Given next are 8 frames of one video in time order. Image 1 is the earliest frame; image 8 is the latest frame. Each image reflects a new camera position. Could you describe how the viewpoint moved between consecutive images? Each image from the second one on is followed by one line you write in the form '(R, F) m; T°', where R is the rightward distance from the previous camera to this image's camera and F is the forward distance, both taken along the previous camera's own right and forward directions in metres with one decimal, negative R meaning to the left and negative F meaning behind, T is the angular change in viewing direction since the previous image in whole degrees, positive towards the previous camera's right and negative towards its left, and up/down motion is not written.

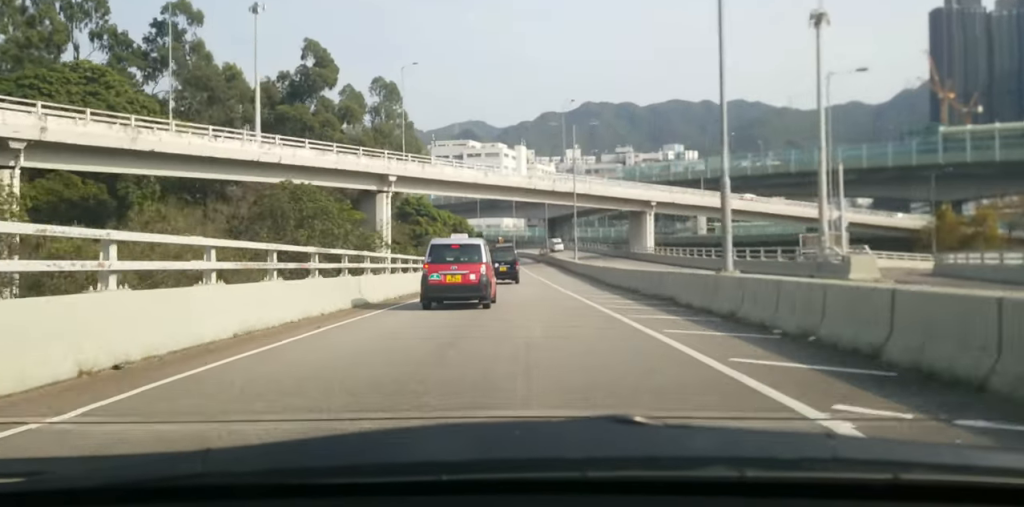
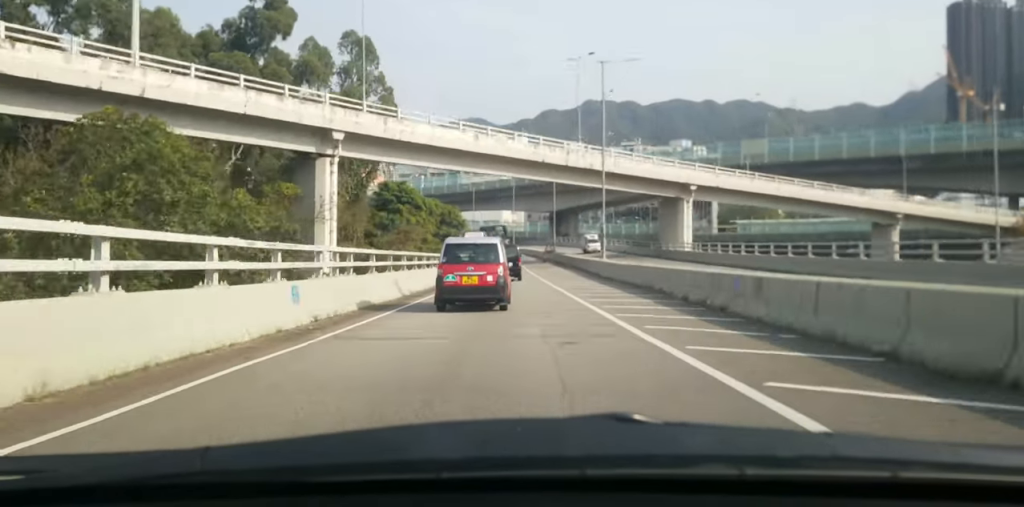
(-0.2, +21.0) m; 0°
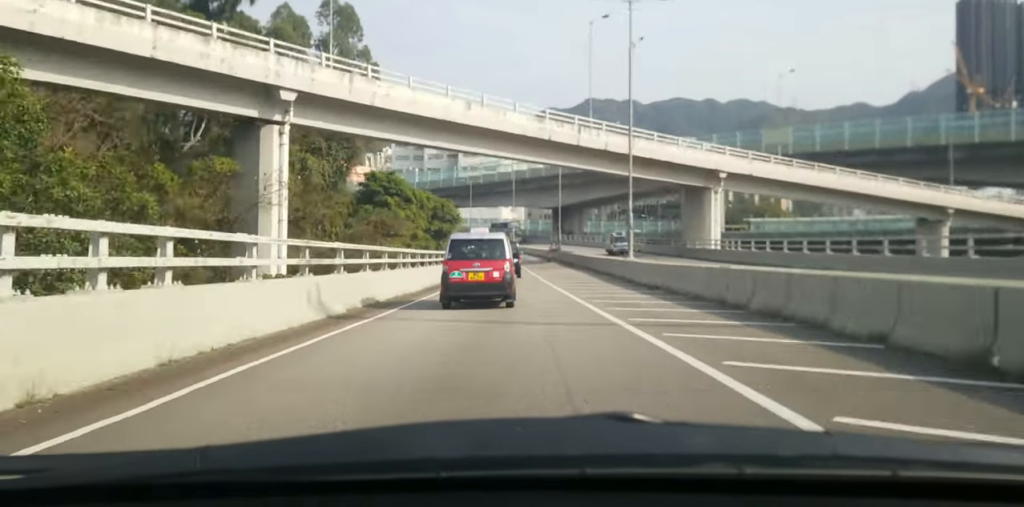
(+0.2, +10.5) m; -1°
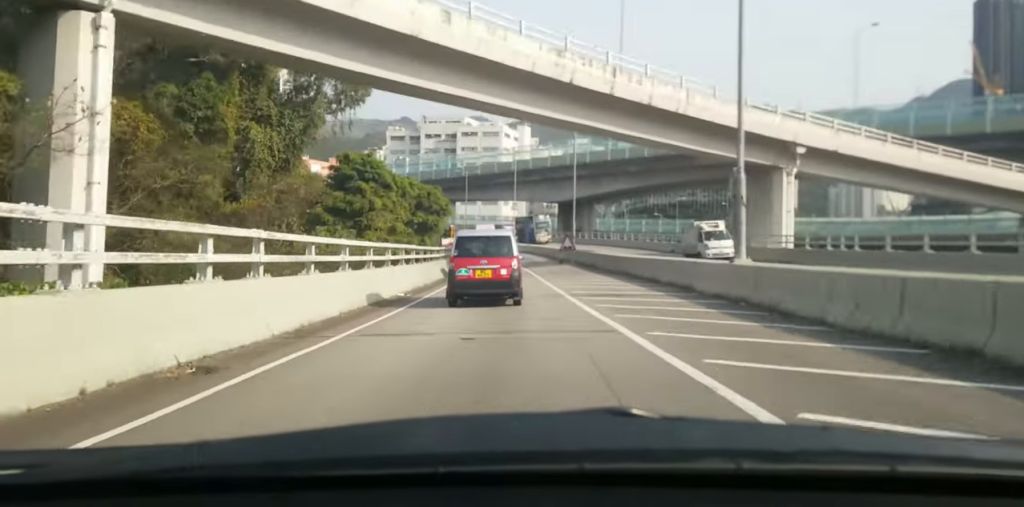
(-0.4, +17.7) m; 0°
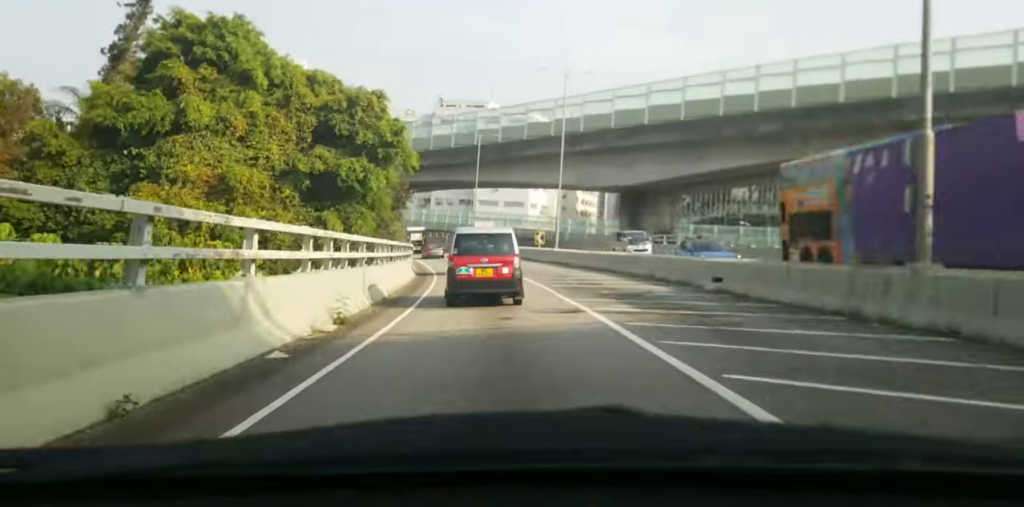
(-0.5, +50.1) m; -3°
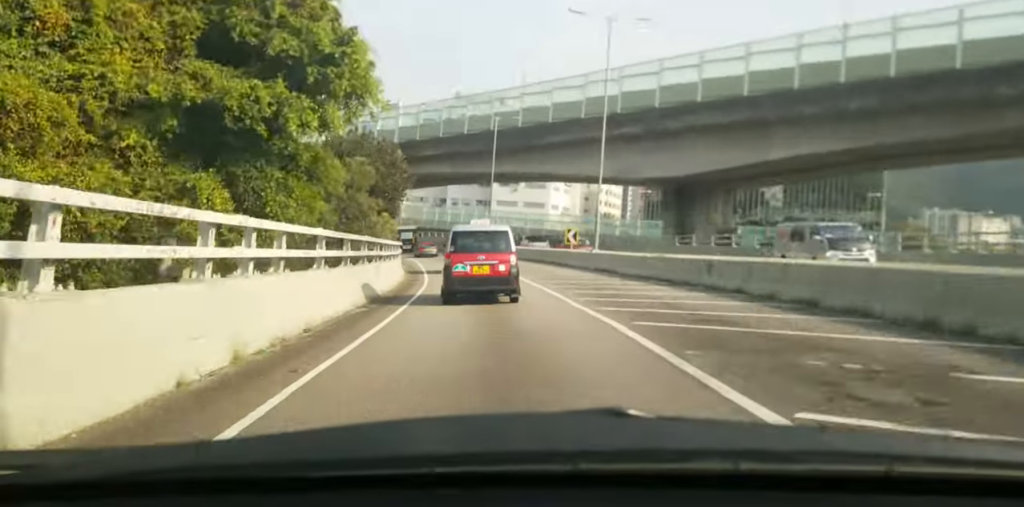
(+0.1, +12.6) m; -1°
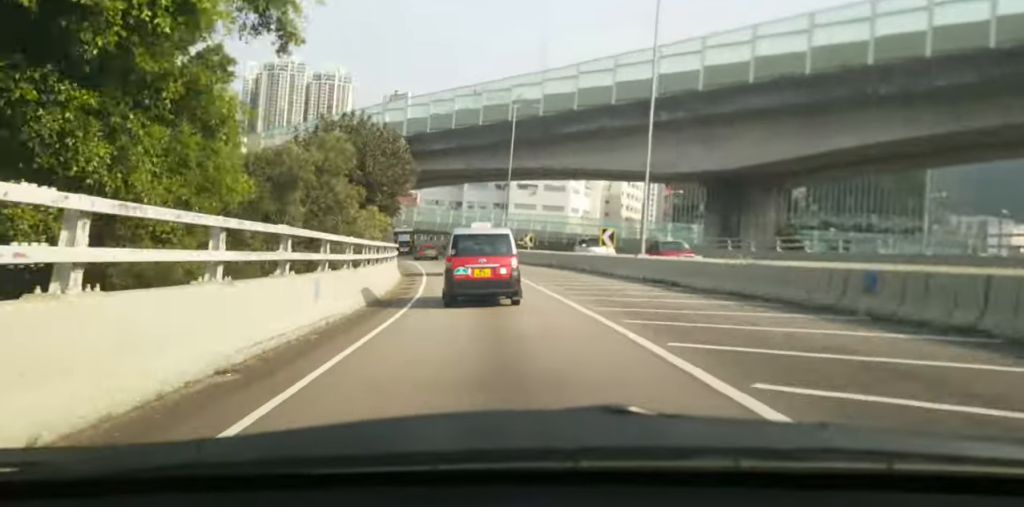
(-0.1, +8.6) m; -1°
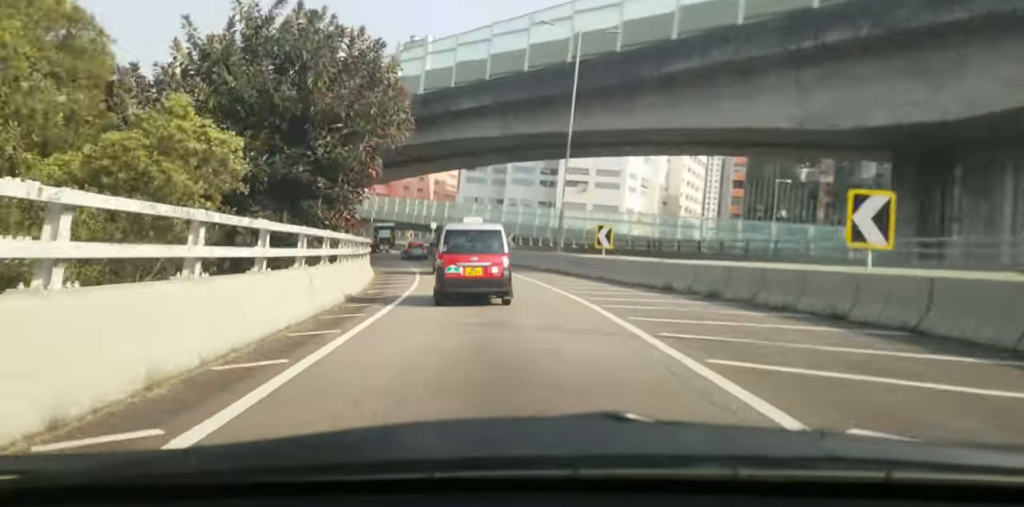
(-0.9, +22.8) m; -4°
